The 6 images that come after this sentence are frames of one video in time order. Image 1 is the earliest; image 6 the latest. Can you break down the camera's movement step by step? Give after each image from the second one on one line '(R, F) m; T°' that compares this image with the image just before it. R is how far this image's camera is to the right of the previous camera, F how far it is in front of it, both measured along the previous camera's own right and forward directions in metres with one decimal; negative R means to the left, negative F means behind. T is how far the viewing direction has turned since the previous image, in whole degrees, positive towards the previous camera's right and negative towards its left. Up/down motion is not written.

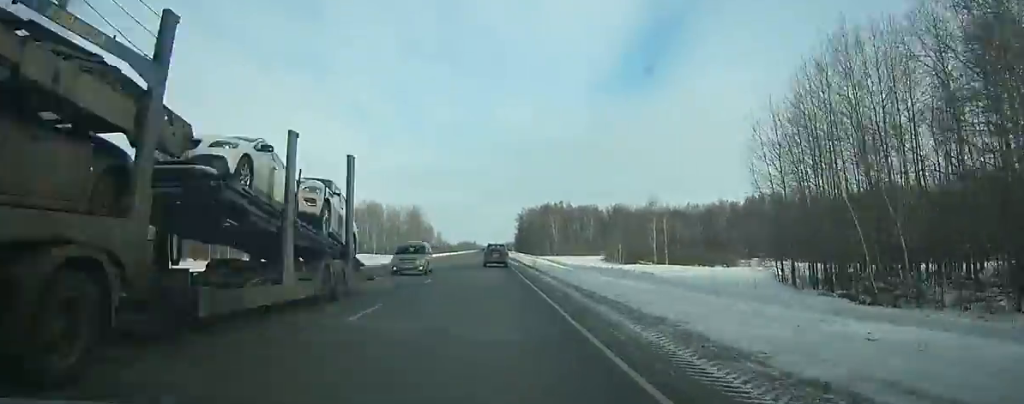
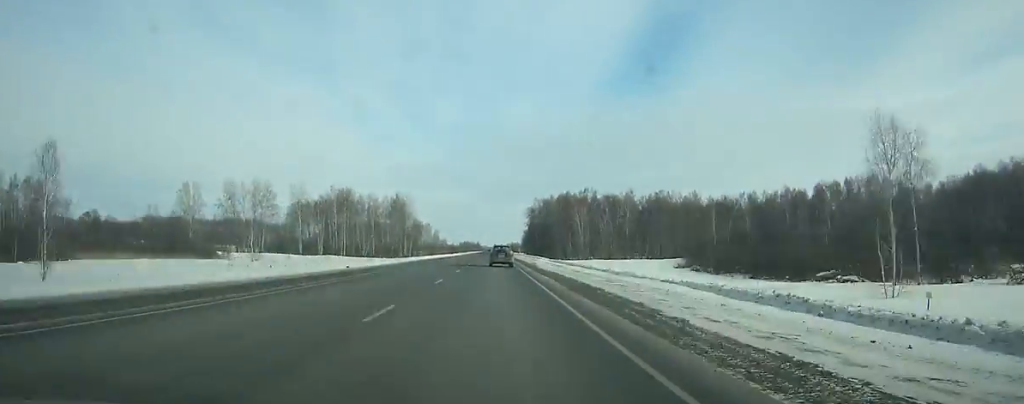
(0.0, +59.2) m; 0°
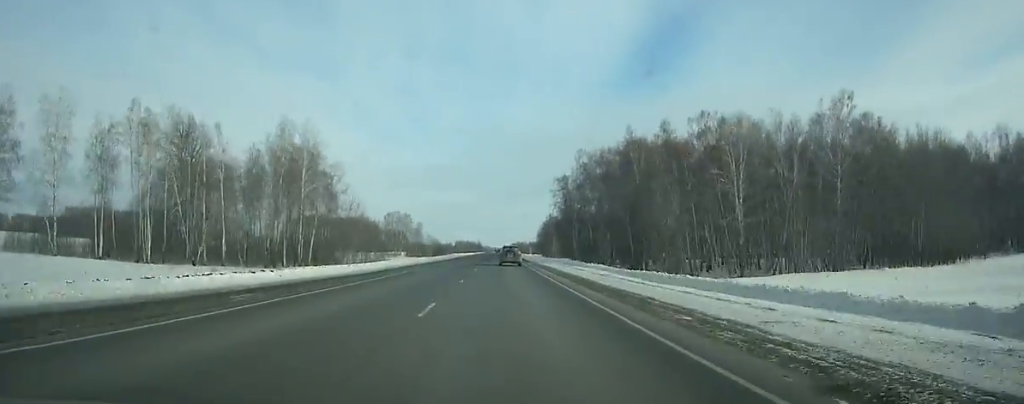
(0.0, +119.7) m; 0°
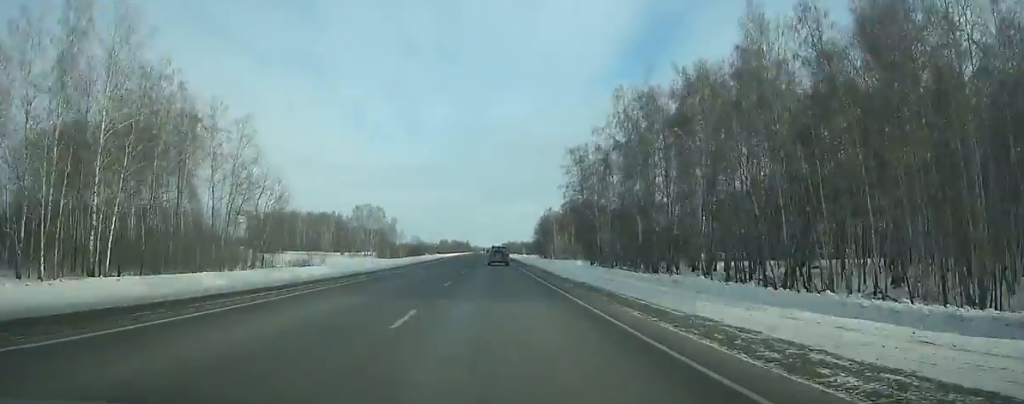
(0.0, +49.6) m; 0°
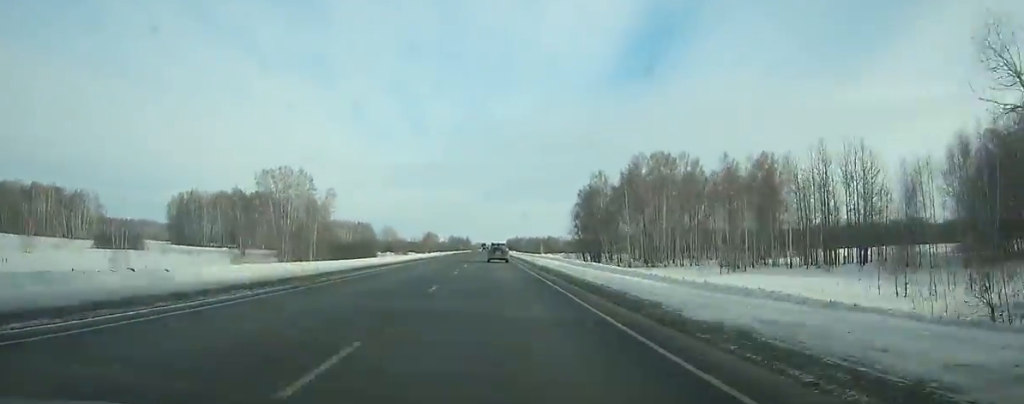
(0.0, +111.2) m; 0°
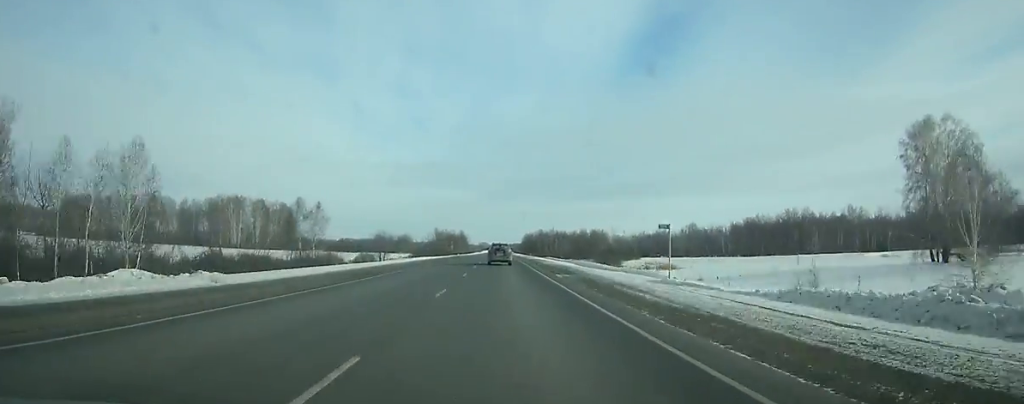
(-0.6, +243.0) m; 0°
